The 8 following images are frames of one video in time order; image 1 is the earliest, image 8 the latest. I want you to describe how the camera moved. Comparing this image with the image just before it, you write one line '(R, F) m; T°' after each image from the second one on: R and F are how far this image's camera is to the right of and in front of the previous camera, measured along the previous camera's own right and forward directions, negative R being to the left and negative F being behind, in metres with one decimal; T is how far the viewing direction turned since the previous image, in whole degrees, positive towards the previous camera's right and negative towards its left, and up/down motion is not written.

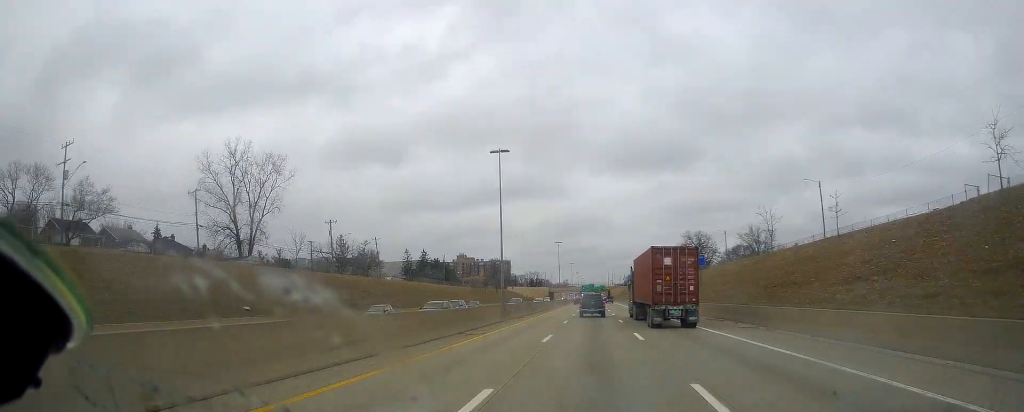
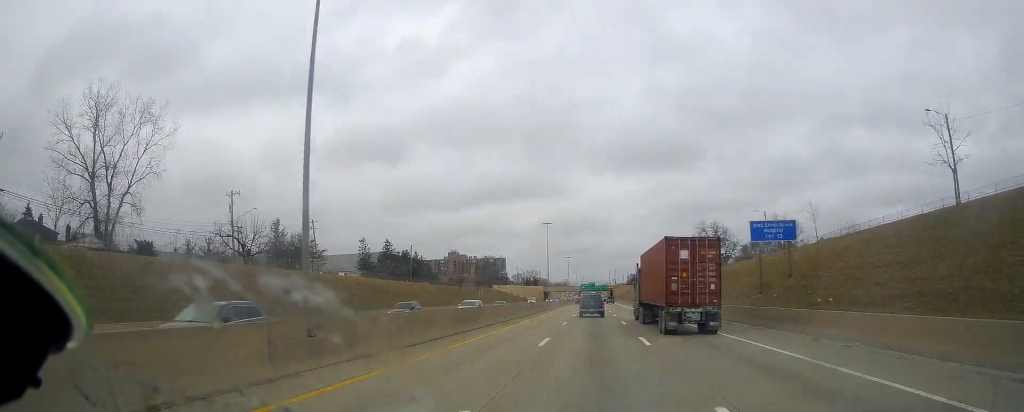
(-0.1, +33.1) m; 0°
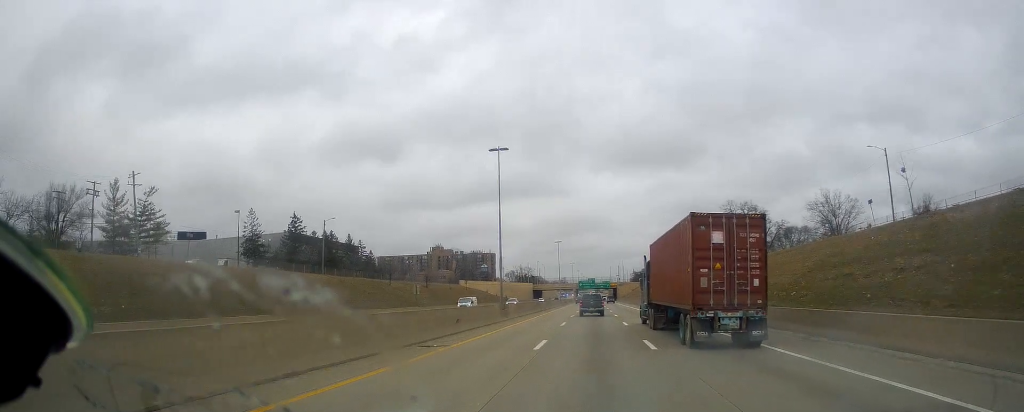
(0.0, +48.5) m; -1°
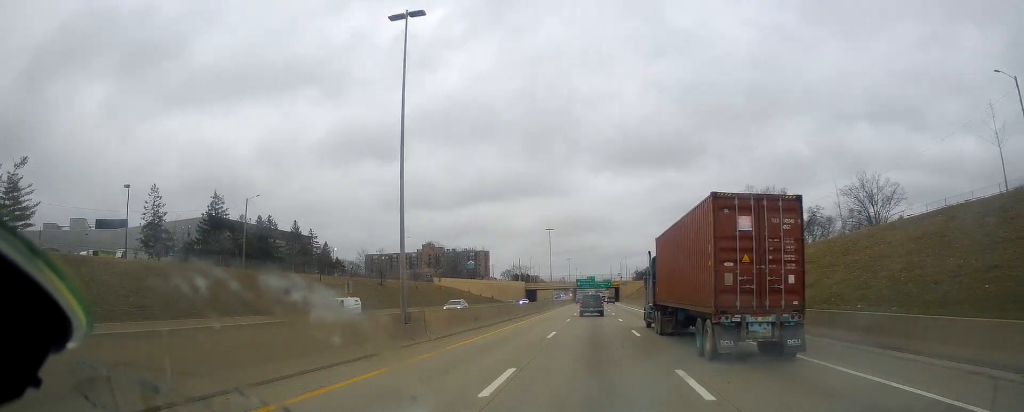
(-0.6, +24.1) m; -1°
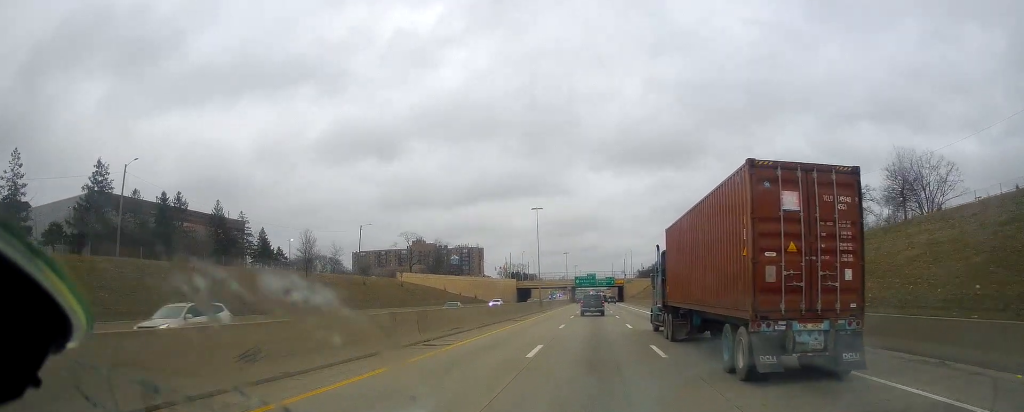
(+0.2, +24.2) m; +1°
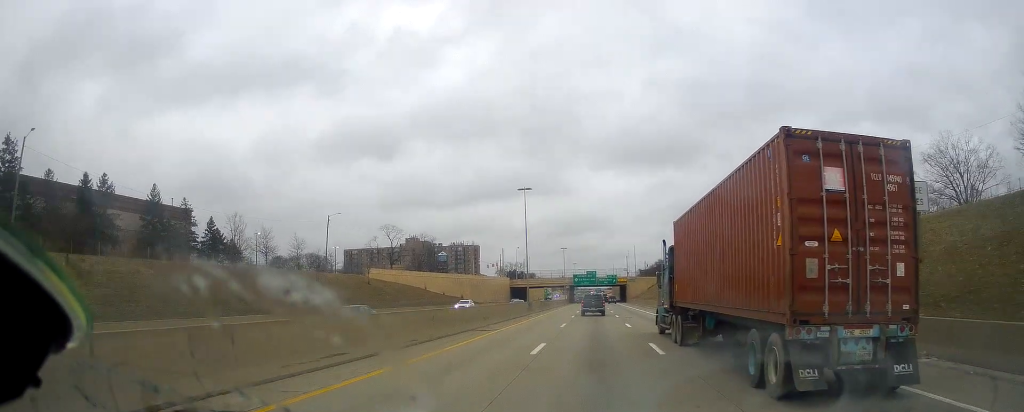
(0.0, +14.3) m; 0°
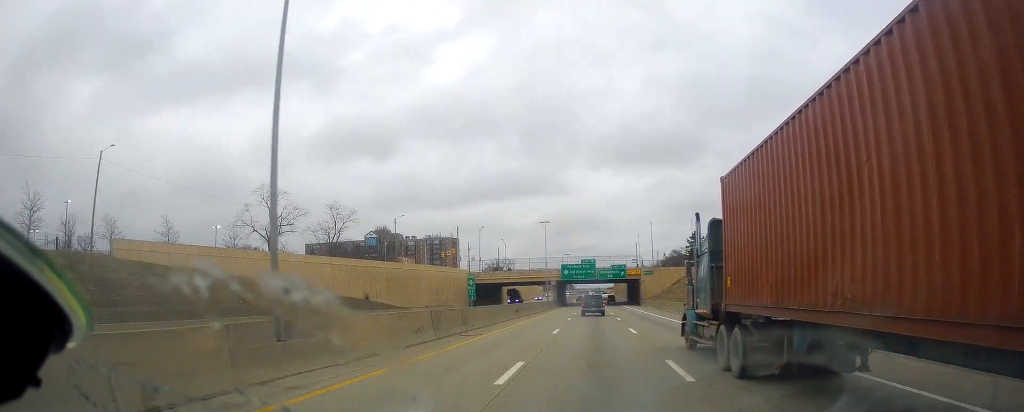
(-0.4, +51.6) m; -2°
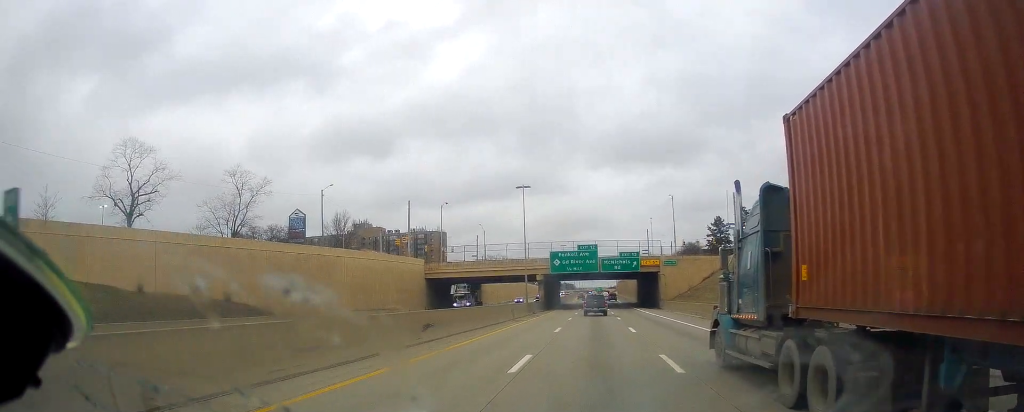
(-0.2, +29.7) m; 0°
